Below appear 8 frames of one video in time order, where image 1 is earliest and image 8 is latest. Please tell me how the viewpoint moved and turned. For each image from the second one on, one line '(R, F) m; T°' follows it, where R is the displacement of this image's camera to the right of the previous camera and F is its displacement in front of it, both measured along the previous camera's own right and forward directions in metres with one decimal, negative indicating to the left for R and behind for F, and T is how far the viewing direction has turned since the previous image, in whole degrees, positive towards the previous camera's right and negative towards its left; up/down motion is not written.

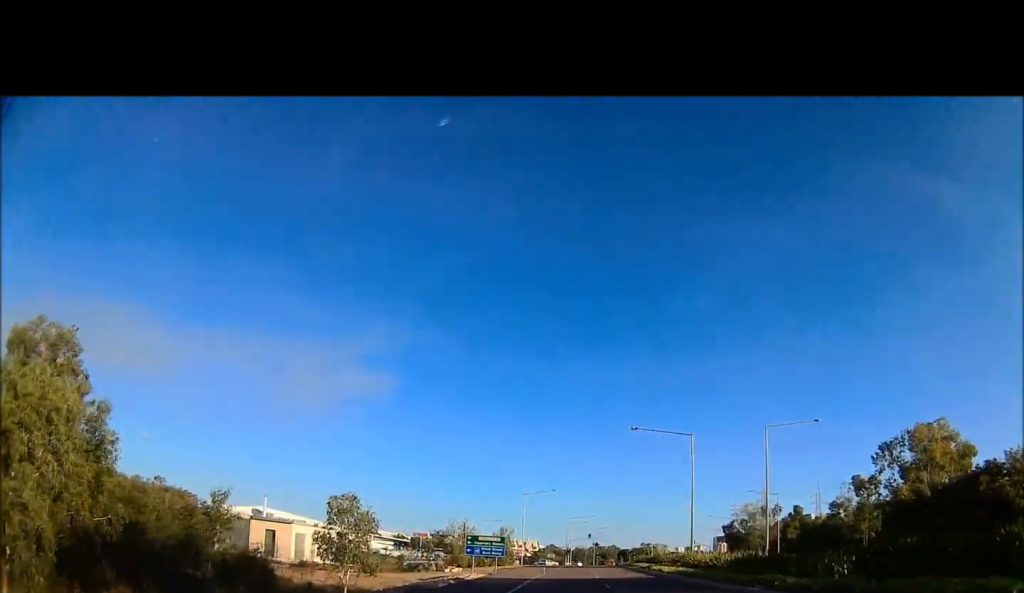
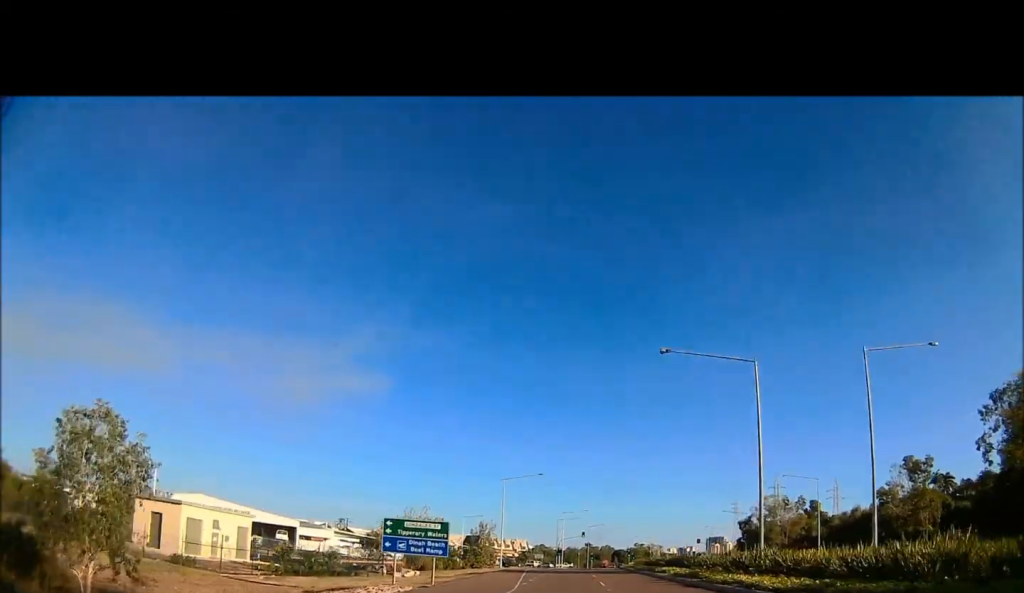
(+0.1, +21.2) m; 0°
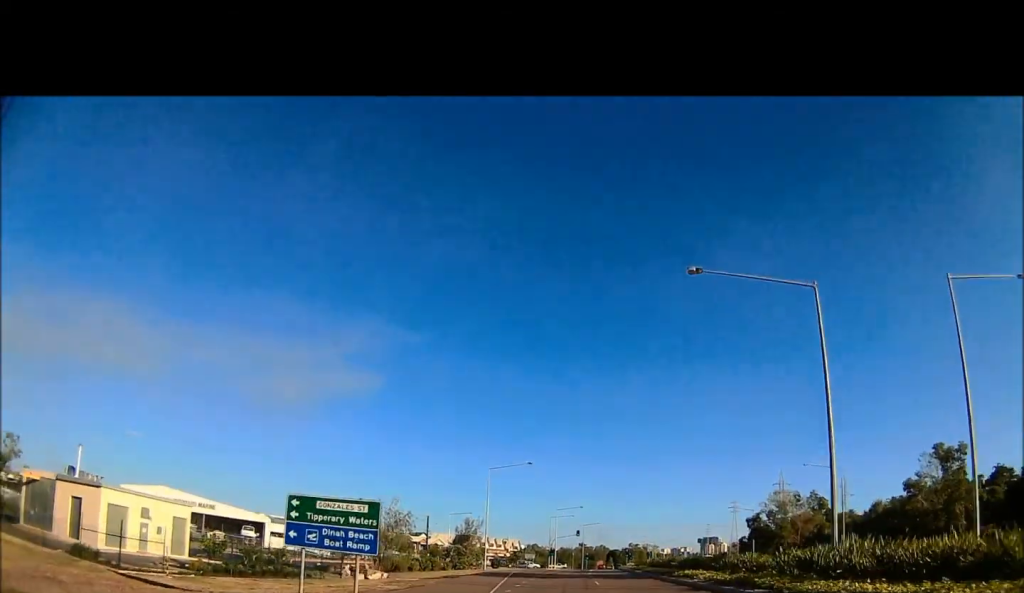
(0.0, +9.5) m; 0°
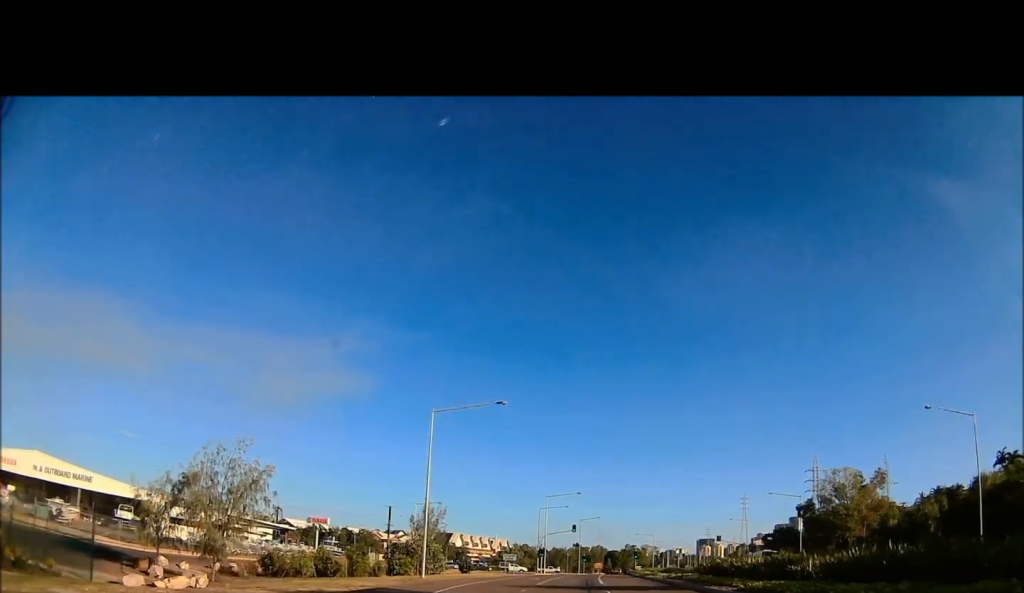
(+0.1, +28.7) m; +1°
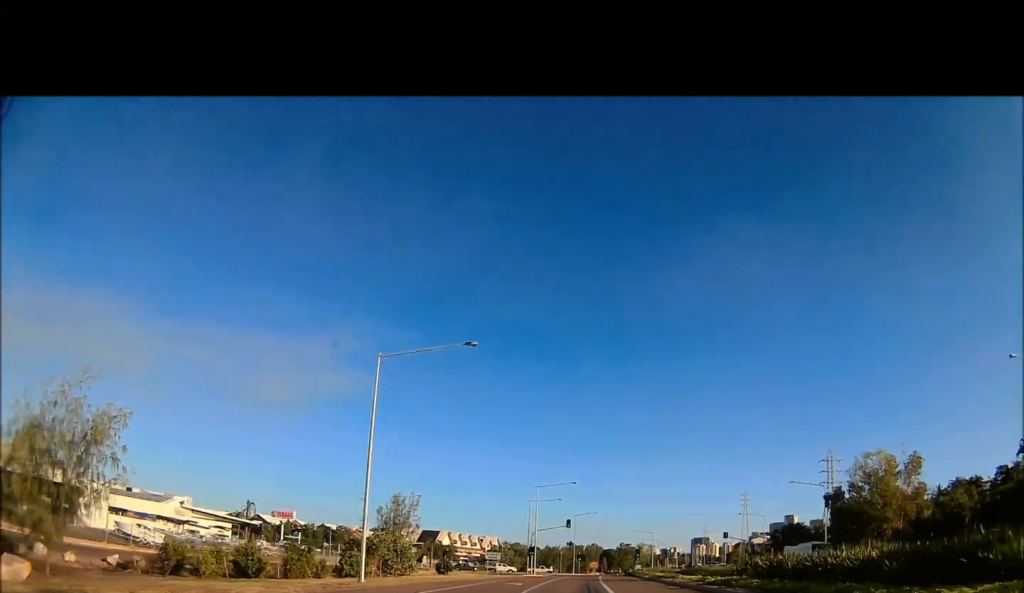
(+0.1, +13.6) m; +1°
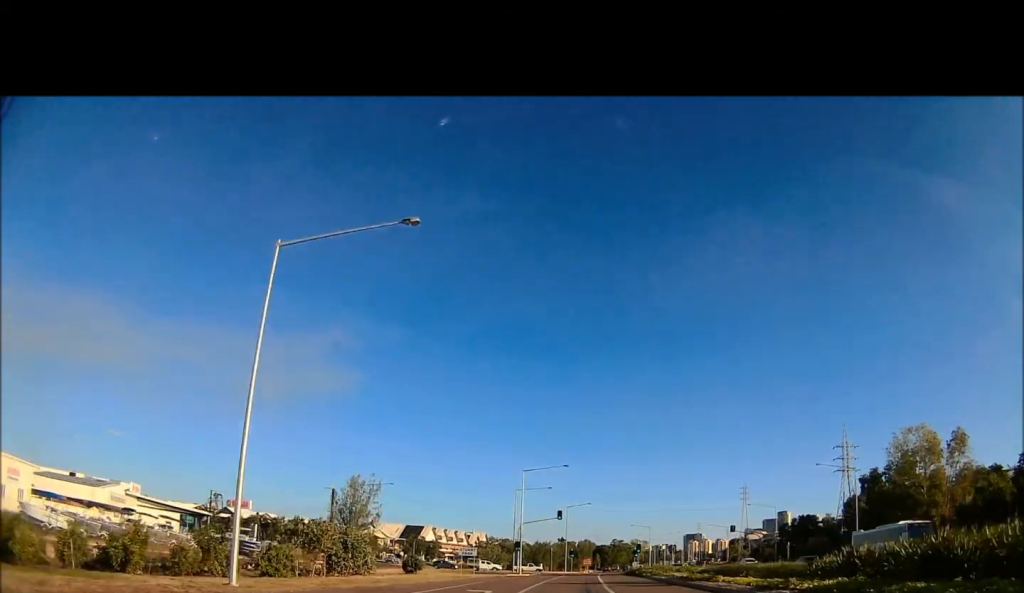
(+0.1, +14.3) m; +1°
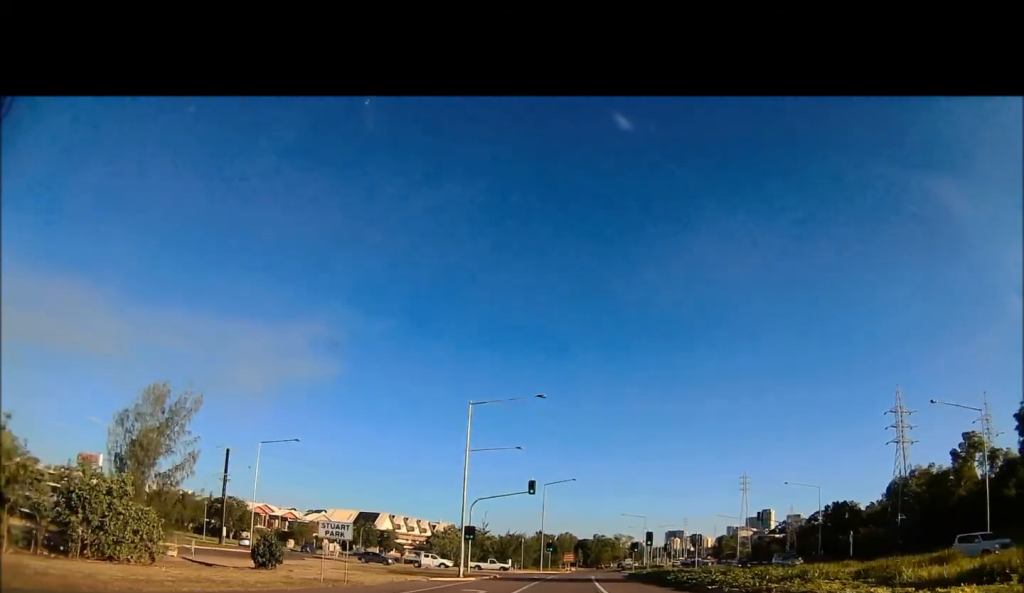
(+0.6, +37.3) m; +3°
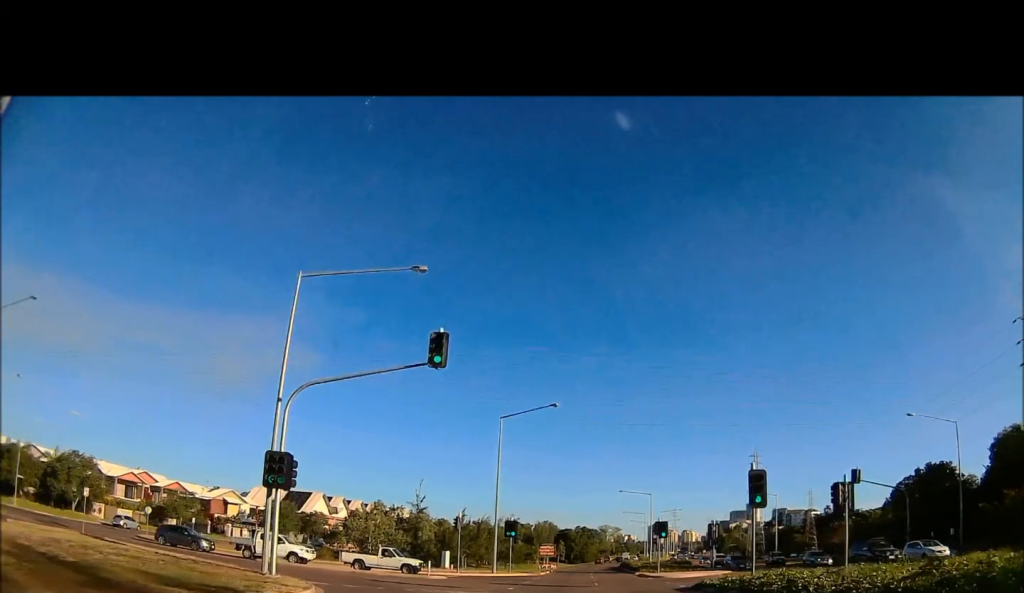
(+1.4, +43.2) m; +2°
